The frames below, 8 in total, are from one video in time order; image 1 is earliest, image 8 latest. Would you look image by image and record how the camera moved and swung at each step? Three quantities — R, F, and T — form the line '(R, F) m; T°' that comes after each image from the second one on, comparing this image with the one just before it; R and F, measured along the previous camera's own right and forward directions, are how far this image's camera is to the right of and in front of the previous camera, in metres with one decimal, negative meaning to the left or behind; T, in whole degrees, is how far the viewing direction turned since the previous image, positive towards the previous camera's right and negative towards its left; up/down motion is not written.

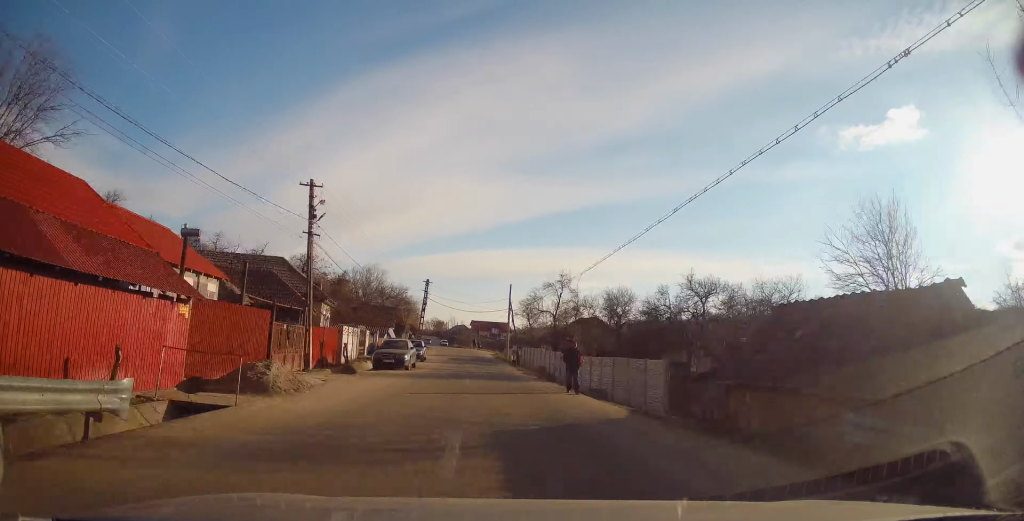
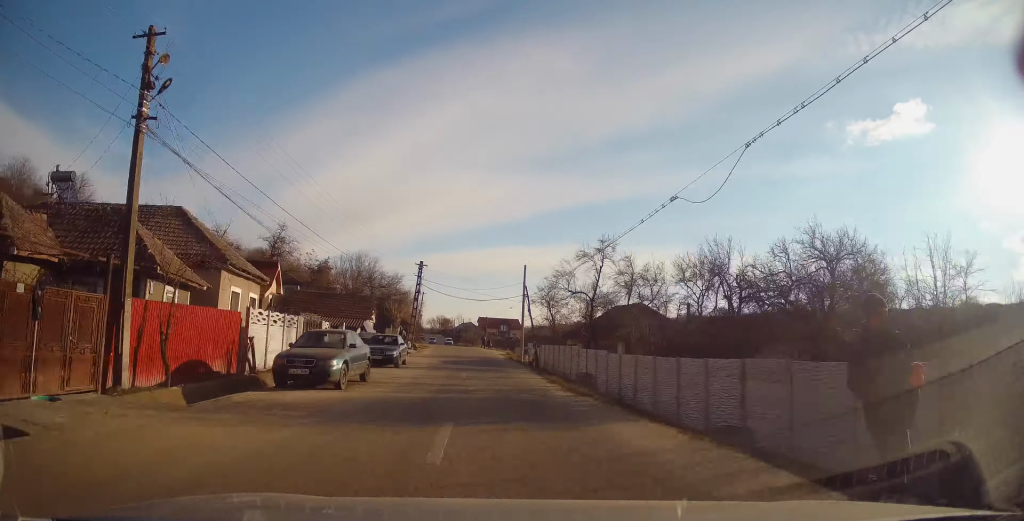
(-0.1, +12.2) m; -1°
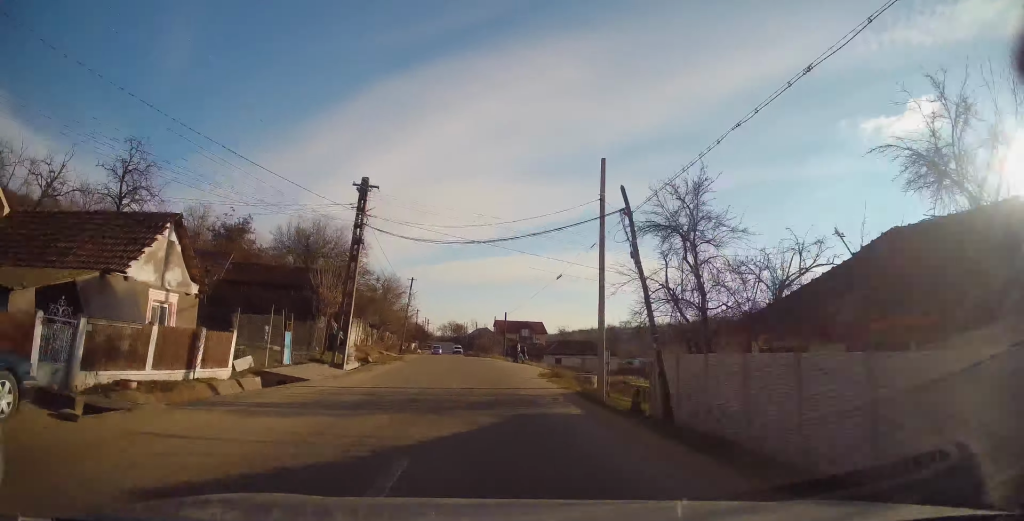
(-0.6, +28.2) m; -2°
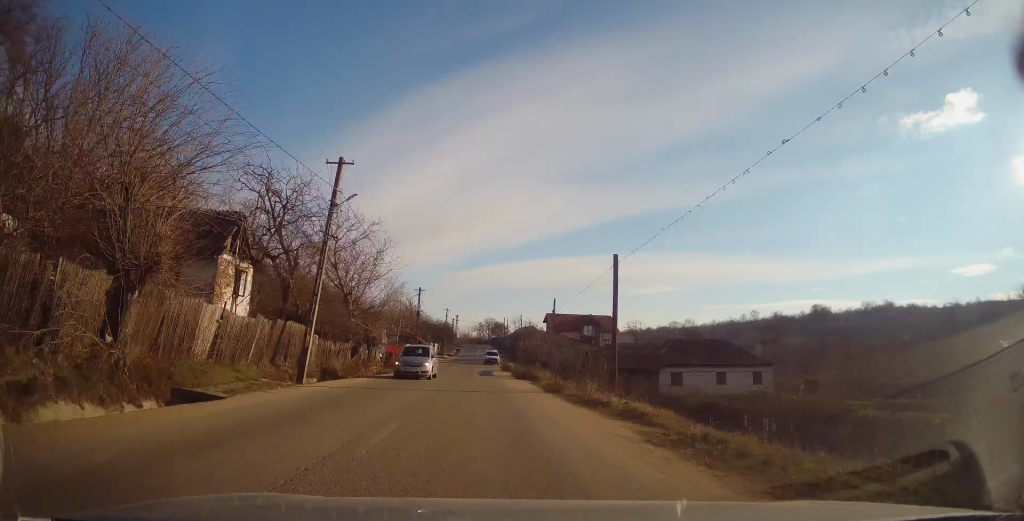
(-2.3, +40.3) m; -5°
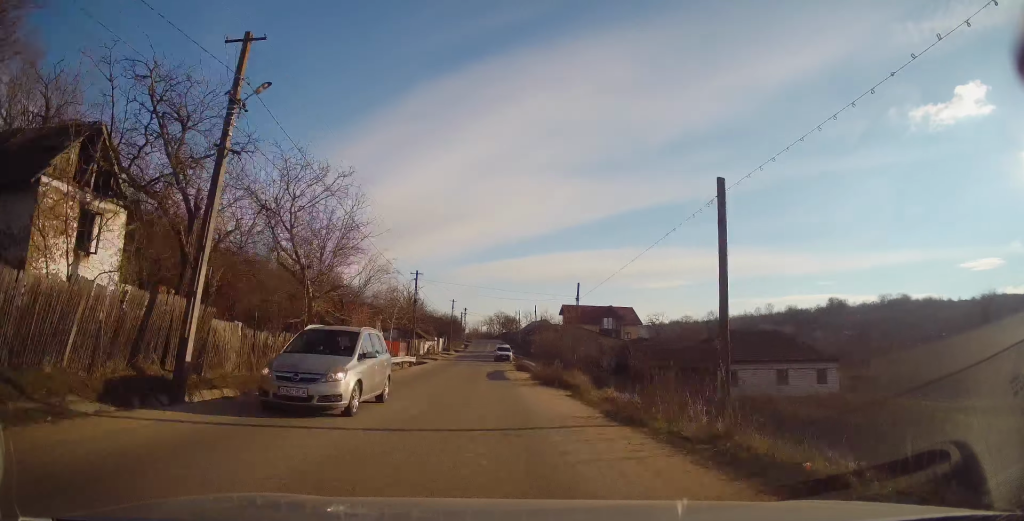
(0.0, +9.2) m; 0°
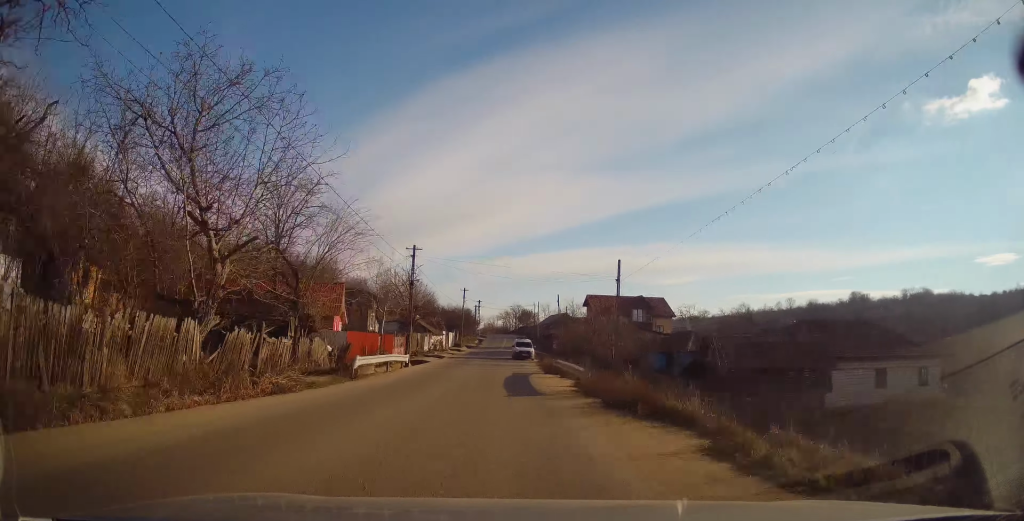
(0.0, +9.5) m; -1°
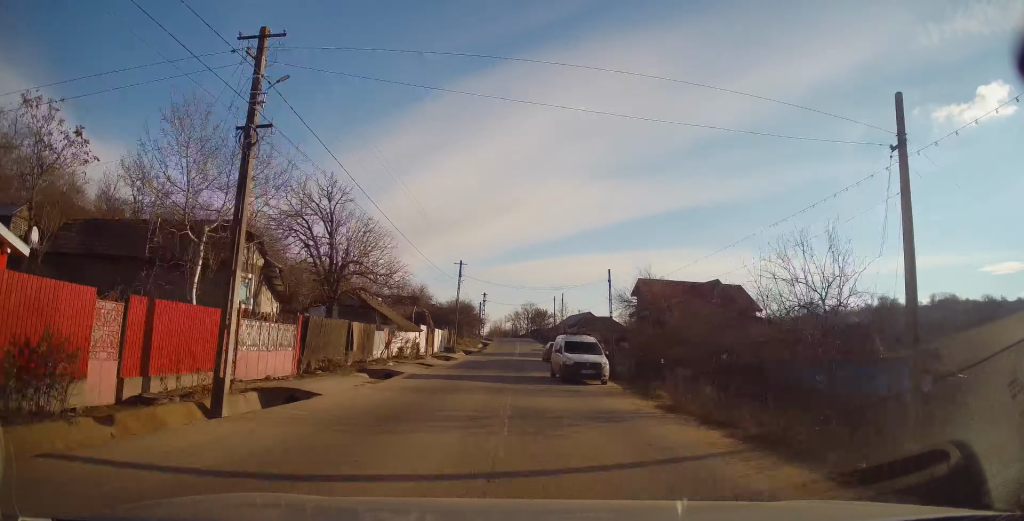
(-0.6, +25.8) m; -1°
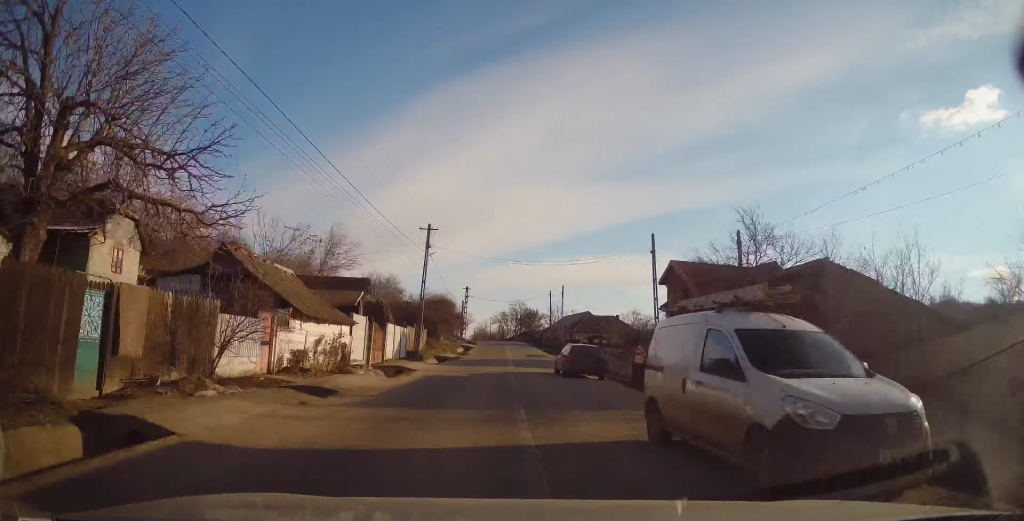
(+0.1, +15.6) m; +1°
